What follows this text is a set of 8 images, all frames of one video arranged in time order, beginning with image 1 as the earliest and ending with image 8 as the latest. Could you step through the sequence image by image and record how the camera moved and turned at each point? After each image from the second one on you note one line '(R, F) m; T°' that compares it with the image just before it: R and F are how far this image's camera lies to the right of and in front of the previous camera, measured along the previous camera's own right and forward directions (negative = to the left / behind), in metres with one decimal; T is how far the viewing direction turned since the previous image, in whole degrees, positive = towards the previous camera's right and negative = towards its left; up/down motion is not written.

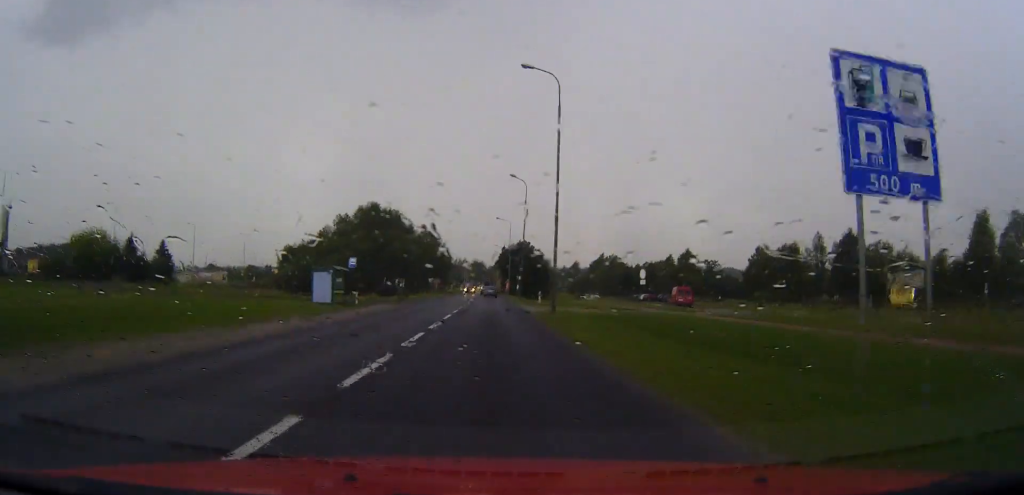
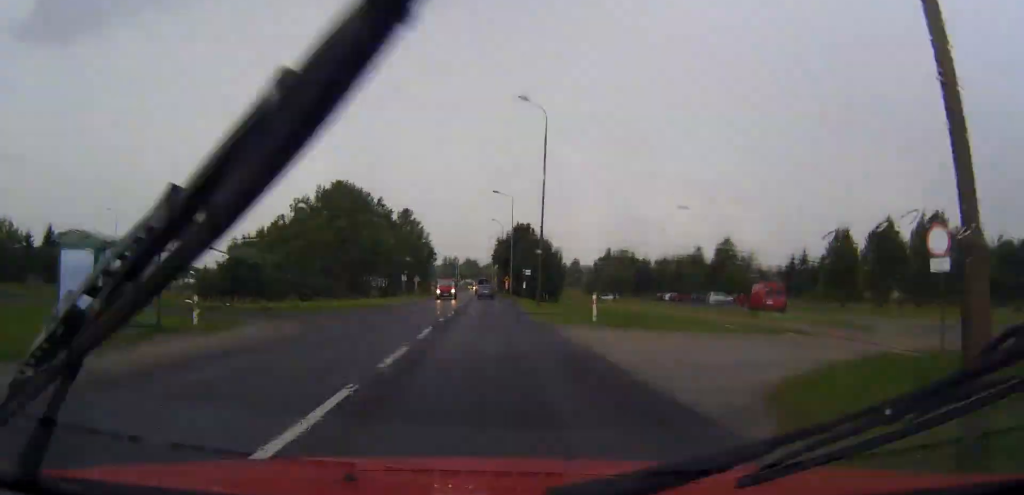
(0.0, +28.2) m; 0°
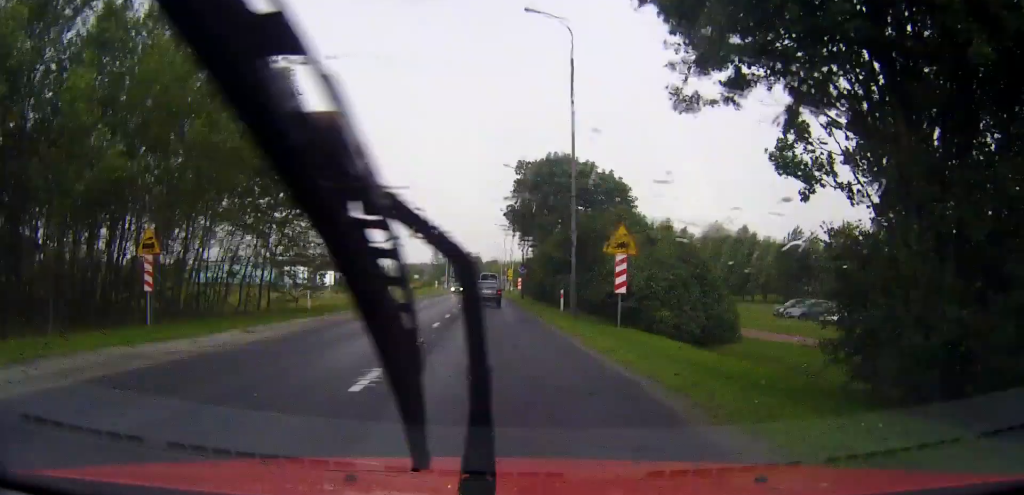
(0.0, +83.7) m; 0°
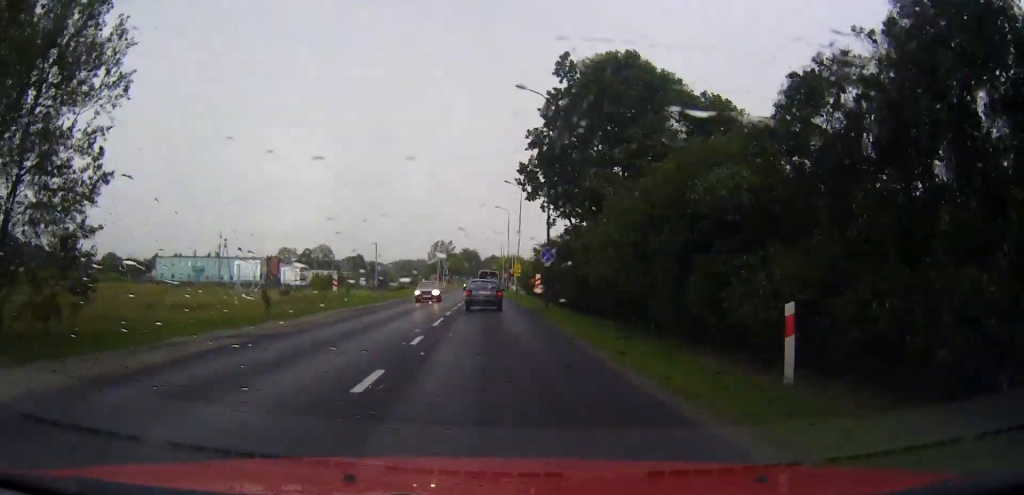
(0.0, +23.1) m; 0°
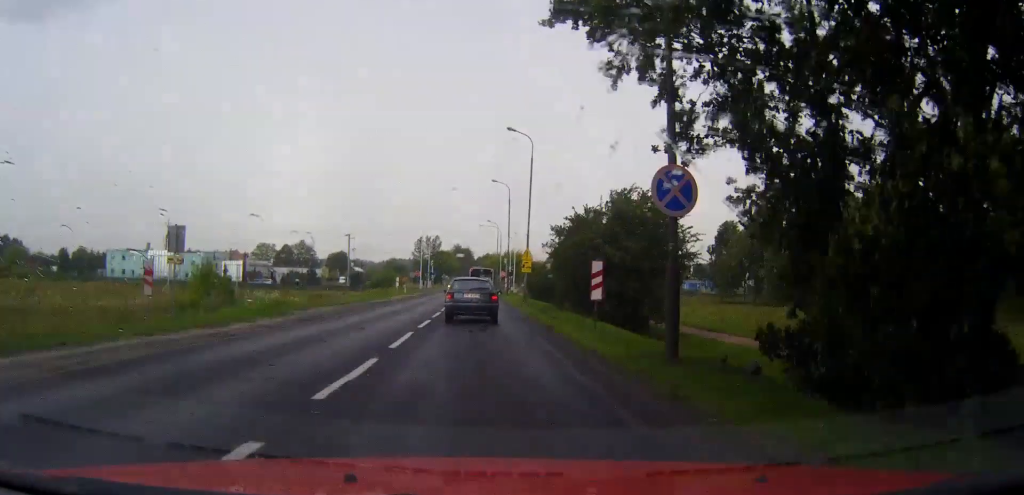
(+0.1, +22.9) m; 0°
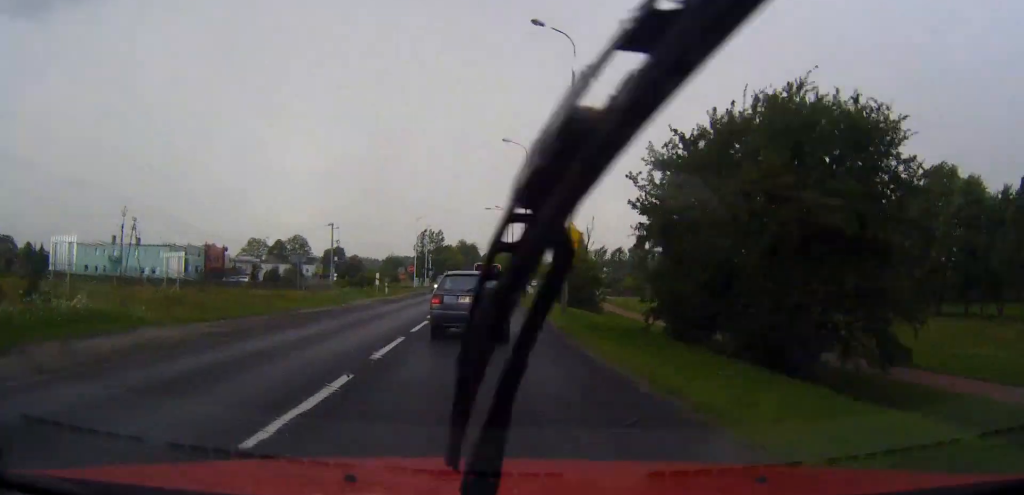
(0.0, +18.8) m; 0°
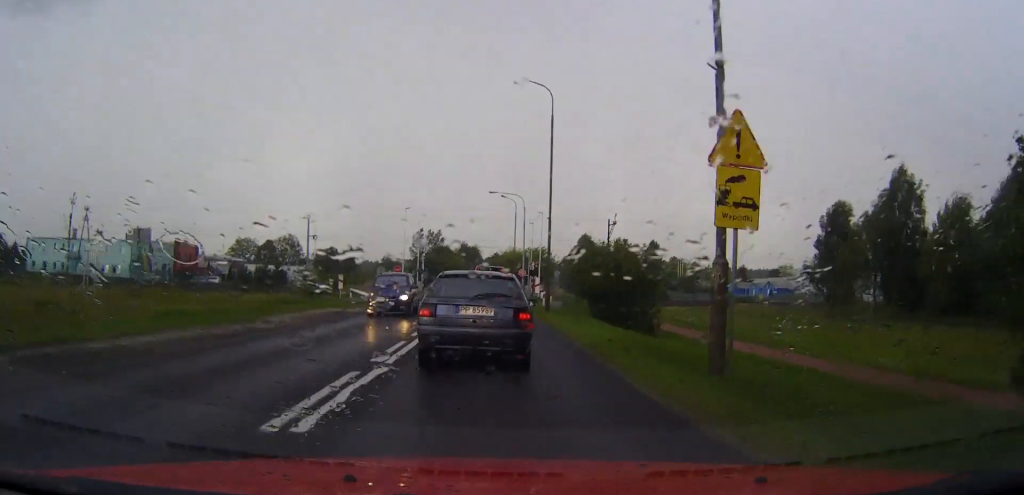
(0.0, +17.9) m; 0°
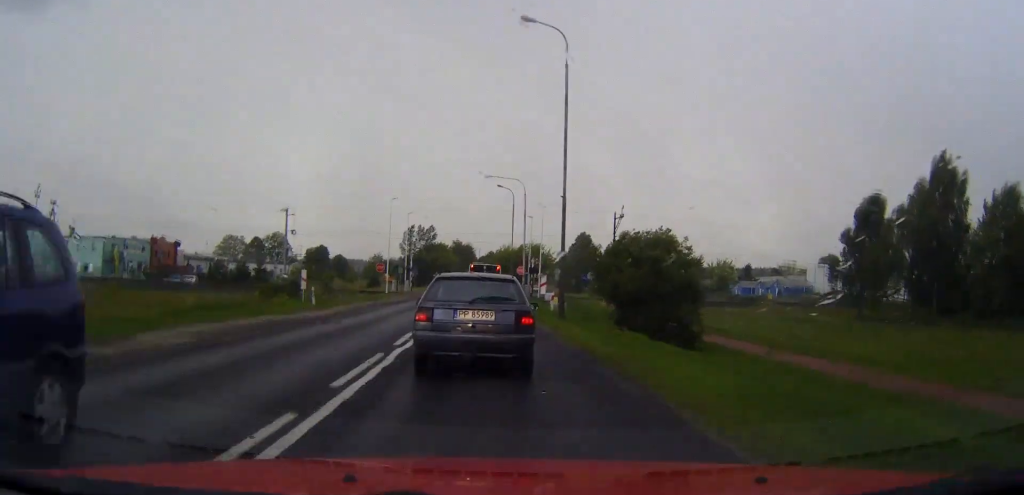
(0.0, +10.1) m; 0°
